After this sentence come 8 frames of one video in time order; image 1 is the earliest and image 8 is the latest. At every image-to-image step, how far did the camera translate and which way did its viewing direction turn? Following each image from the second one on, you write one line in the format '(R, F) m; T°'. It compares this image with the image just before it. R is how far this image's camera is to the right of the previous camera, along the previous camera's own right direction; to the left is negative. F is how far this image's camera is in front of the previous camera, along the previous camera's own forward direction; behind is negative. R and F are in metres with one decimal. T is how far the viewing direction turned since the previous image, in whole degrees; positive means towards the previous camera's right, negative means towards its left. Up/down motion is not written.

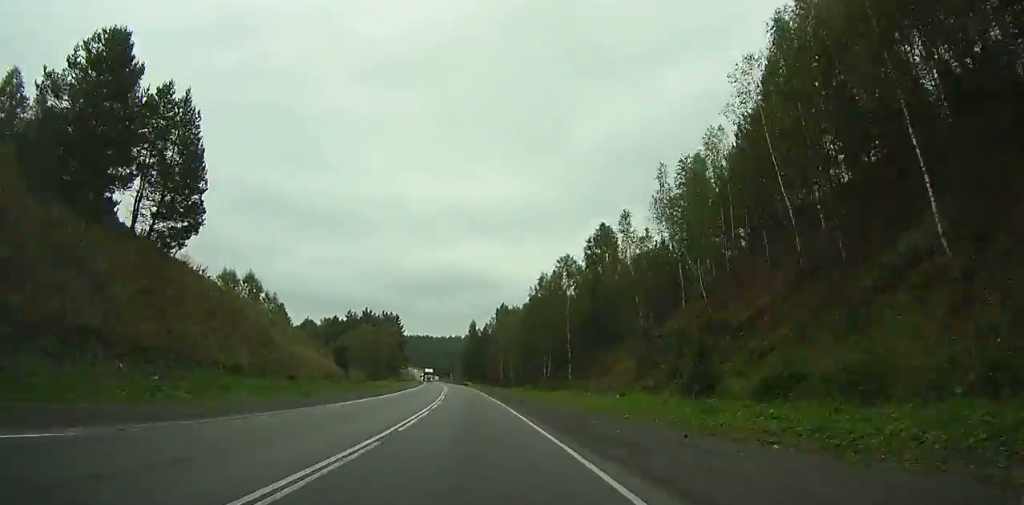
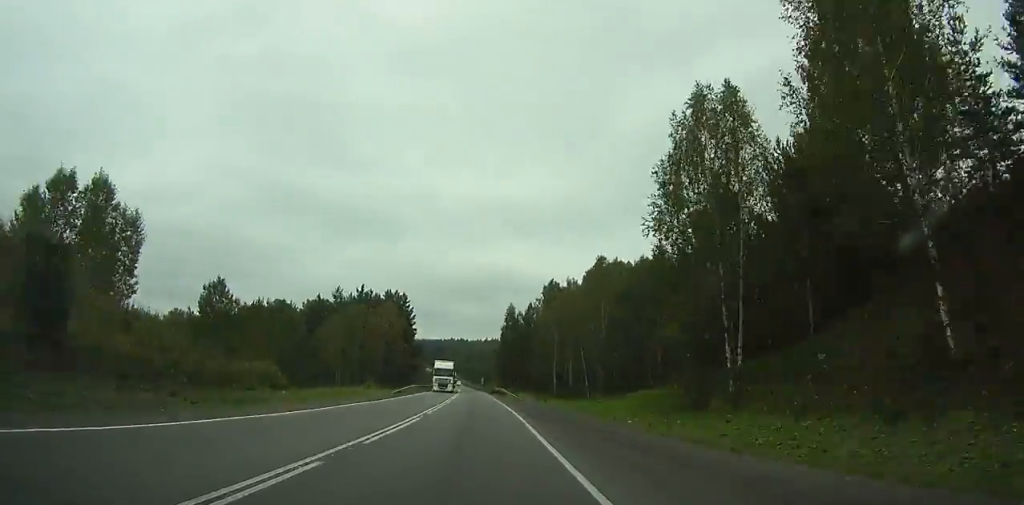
(-1.5, +52.7) m; -3°
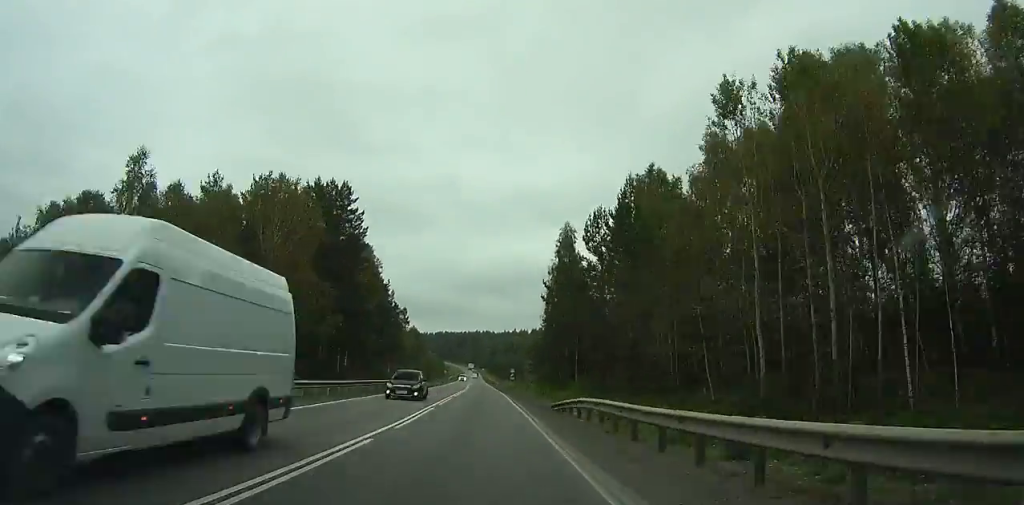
(-2.5, +68.2) m; -3°
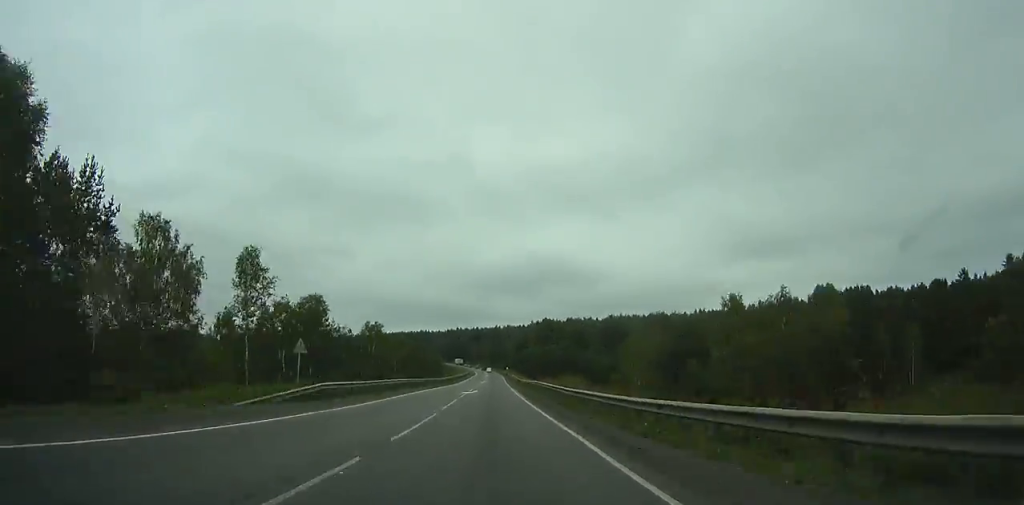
(-4.0, +145.1) m; -2°
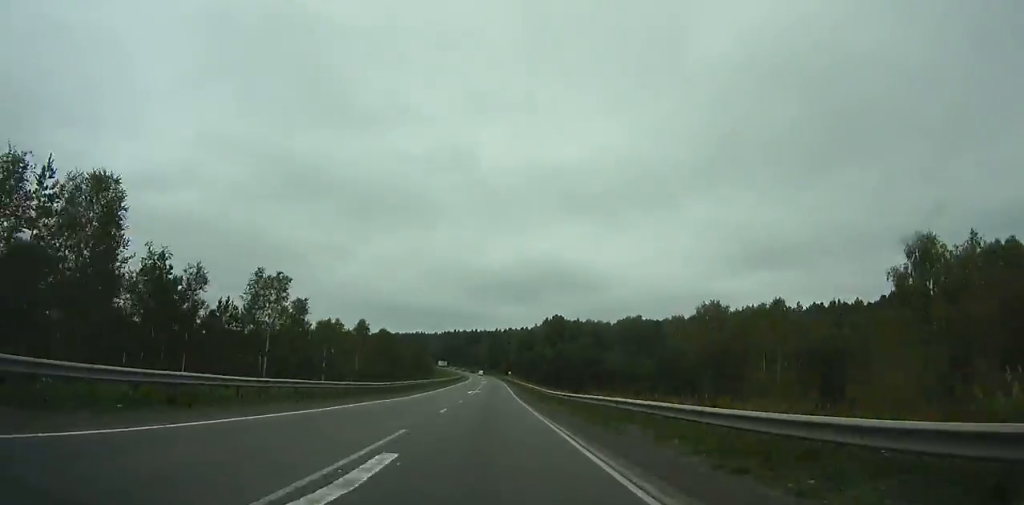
(-0.1, +42.6) m; 0°
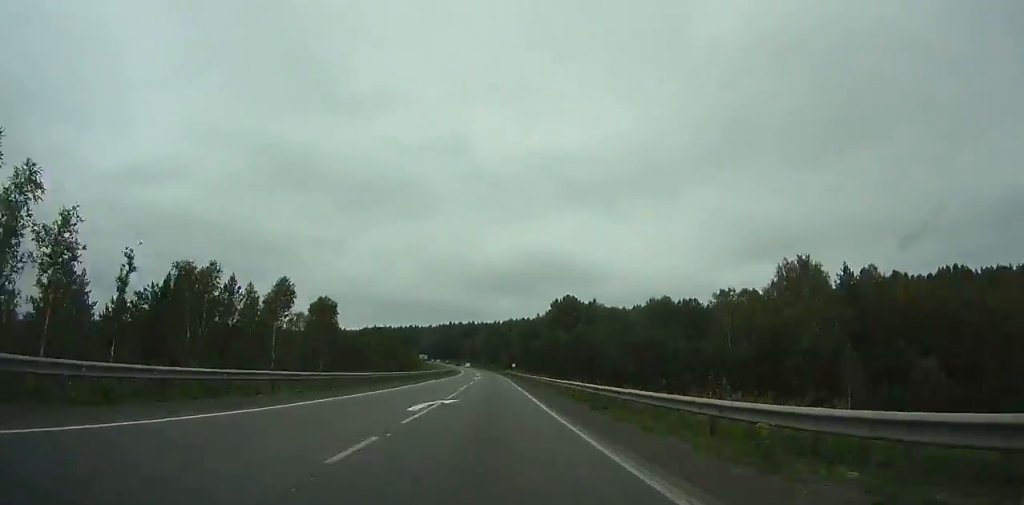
(0.0, +37.9) m; 0°
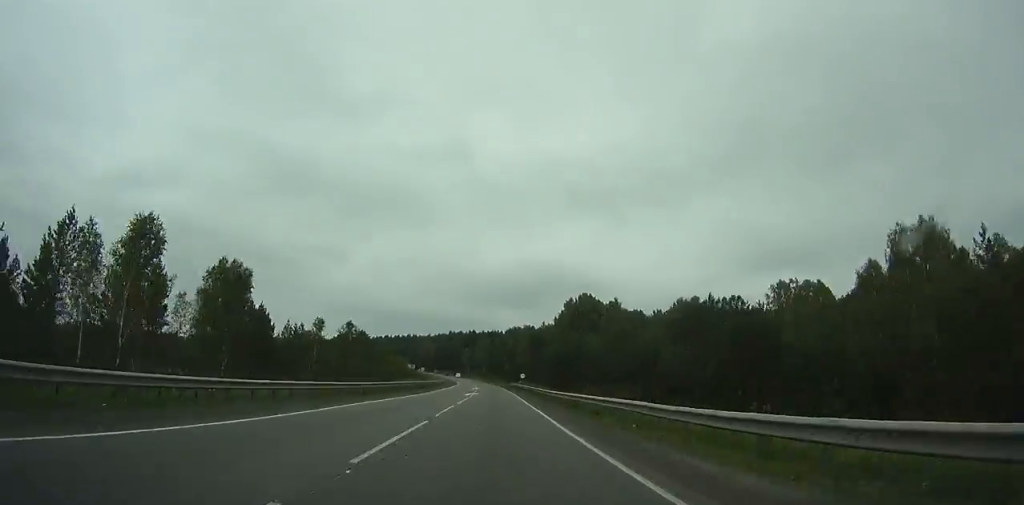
(0.0, +29.0) m; 0°
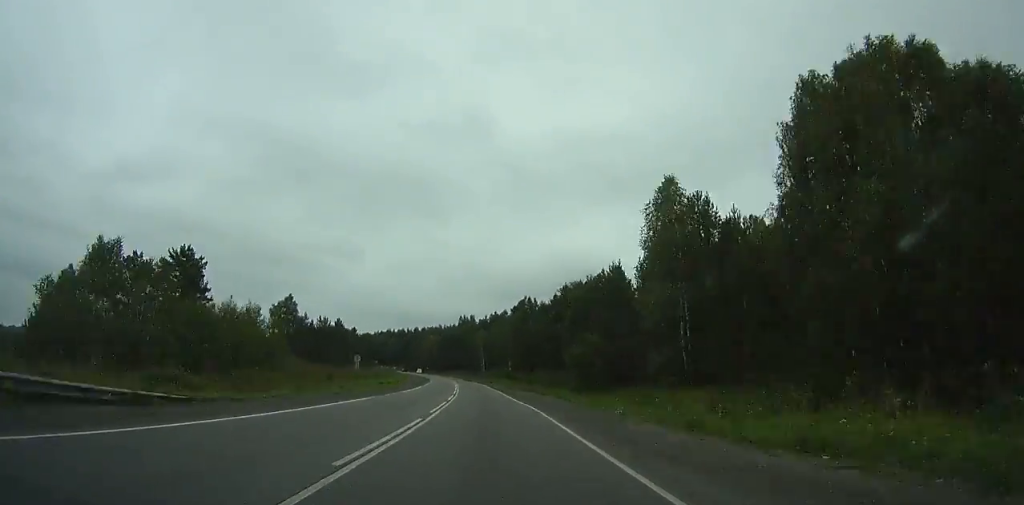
(-1.2, +112.0) m; -3°
